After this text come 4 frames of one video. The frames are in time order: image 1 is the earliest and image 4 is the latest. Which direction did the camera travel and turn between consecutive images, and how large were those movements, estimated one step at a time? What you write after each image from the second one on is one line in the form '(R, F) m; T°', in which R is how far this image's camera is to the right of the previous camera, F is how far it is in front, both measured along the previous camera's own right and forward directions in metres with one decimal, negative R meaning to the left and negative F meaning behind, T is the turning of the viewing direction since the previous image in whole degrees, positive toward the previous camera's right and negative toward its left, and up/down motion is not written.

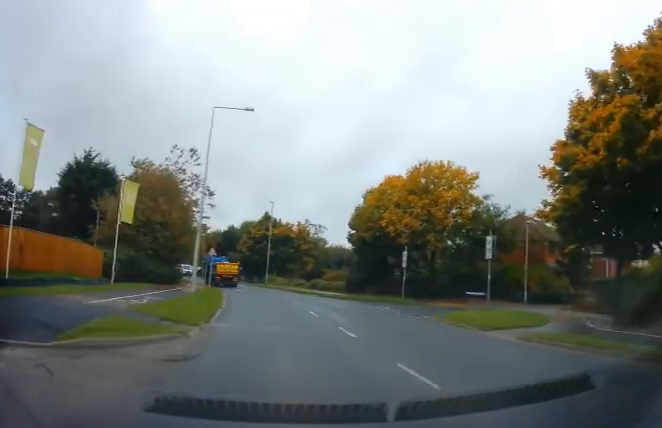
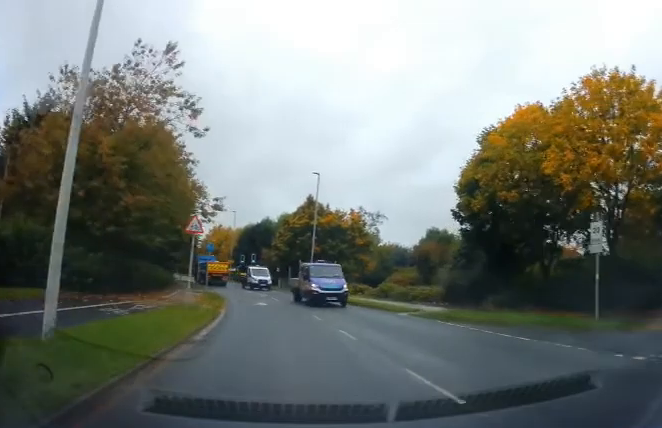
(-1.1, +17.6) m; -7°
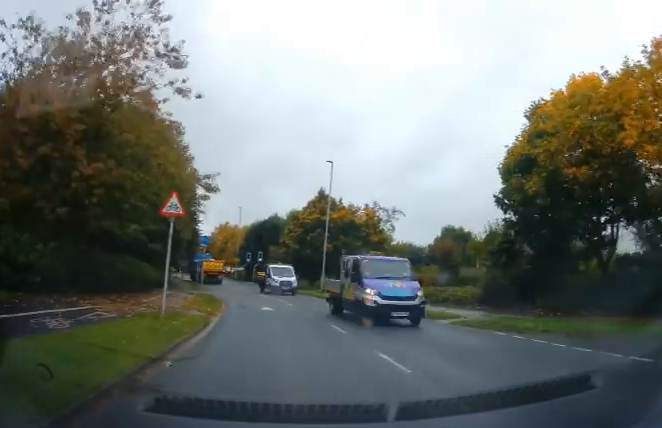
(-0.2, +4.1) m; 0°
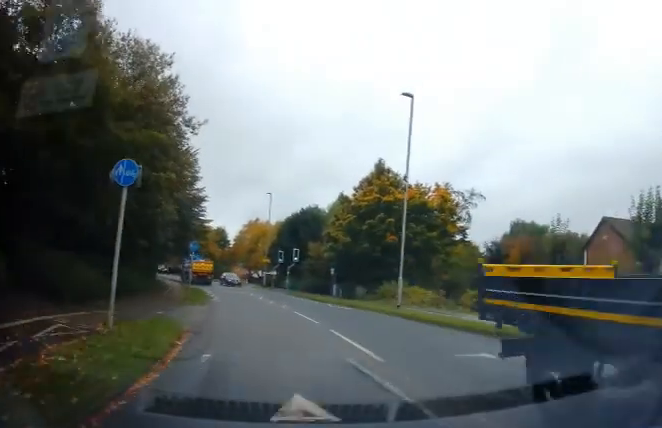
(0.0, +14.6) m; -5°
